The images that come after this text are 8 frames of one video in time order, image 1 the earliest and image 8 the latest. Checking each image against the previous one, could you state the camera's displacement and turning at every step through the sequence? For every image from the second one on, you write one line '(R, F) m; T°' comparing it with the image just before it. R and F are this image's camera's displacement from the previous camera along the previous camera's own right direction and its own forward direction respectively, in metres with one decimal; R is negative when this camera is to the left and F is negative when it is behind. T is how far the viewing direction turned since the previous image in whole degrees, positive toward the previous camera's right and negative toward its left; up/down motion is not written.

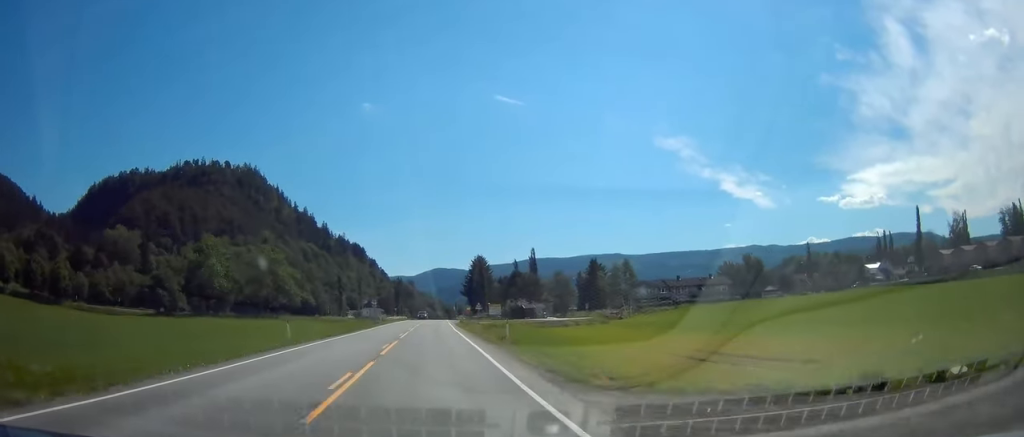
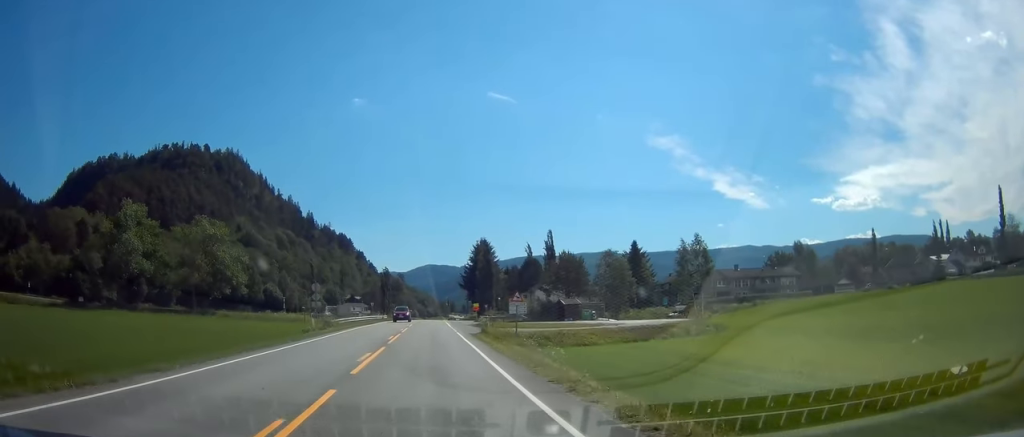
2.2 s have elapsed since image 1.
(+0.2, +41.7) m; 0°
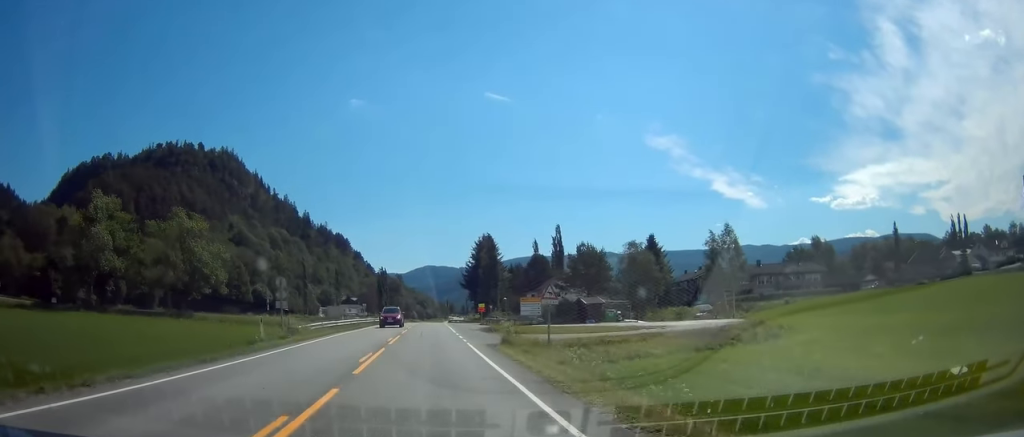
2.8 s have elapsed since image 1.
(-0.1, +11.4) m; 0°
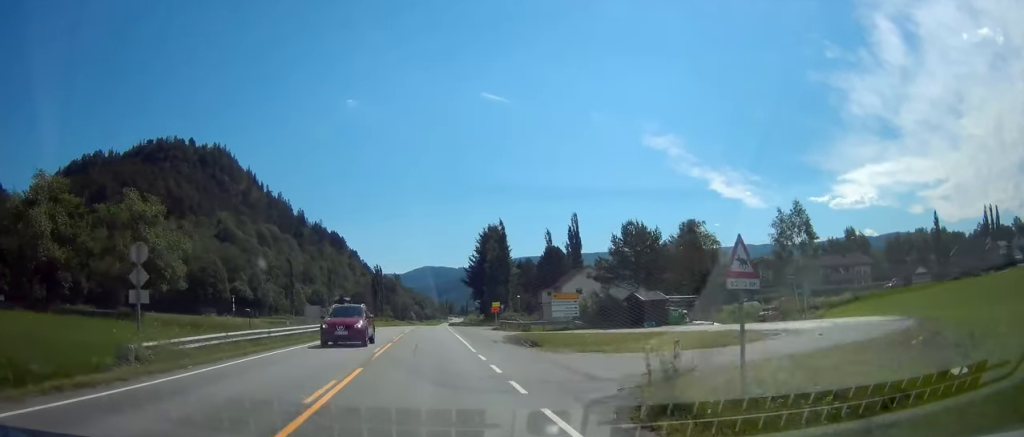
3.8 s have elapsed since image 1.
(+0.2, +18.5) m; 0°
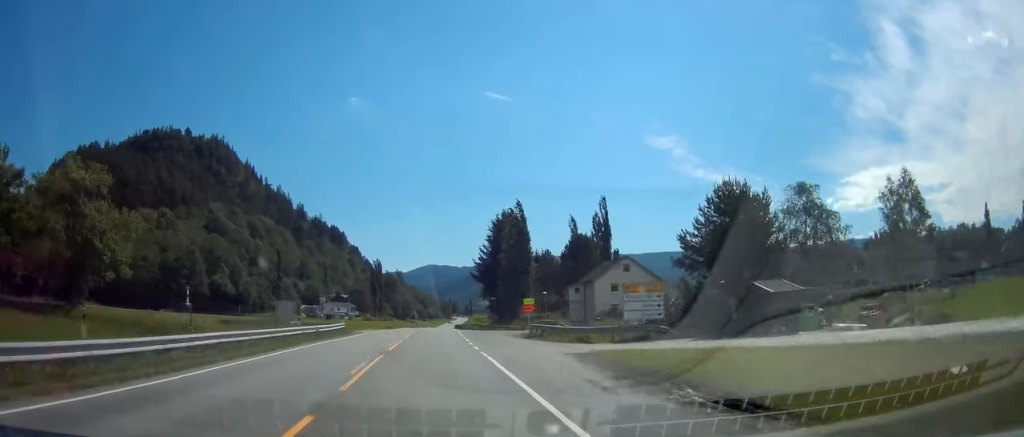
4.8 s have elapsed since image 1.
(0.0, +18.8) m; 0°
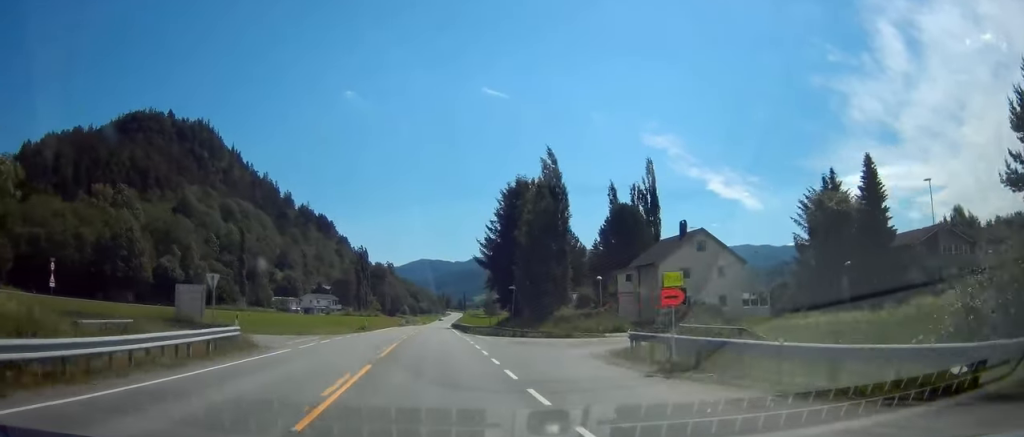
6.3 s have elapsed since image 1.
(-0.1, +27.9) m; 0°
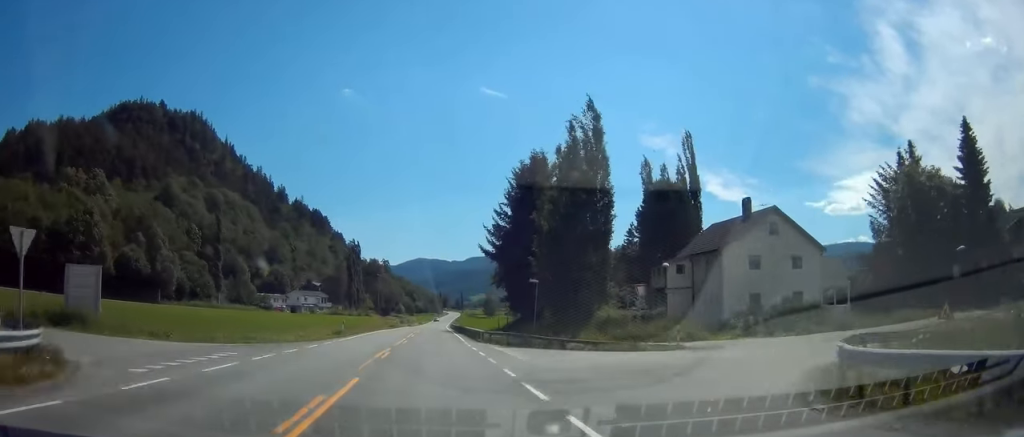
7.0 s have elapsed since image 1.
(0.0, +14.7) m; 0°
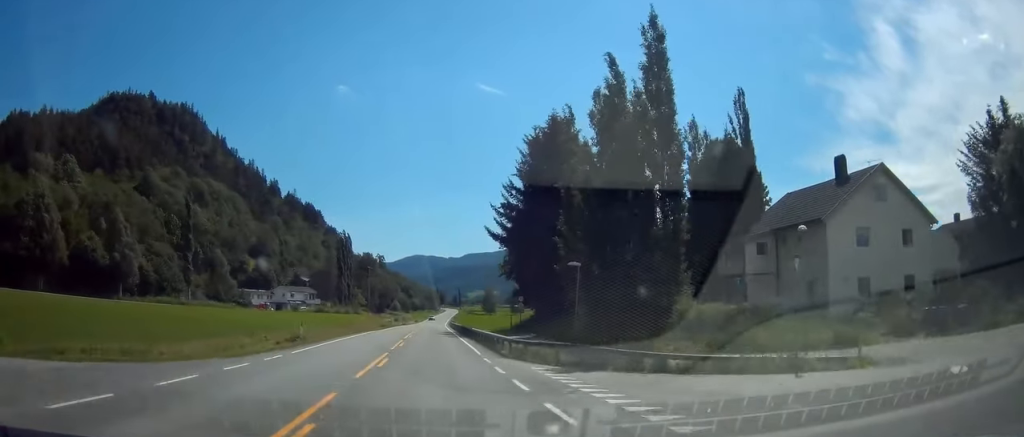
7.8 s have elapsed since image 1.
(+0.1, +15.1) m; 0°
